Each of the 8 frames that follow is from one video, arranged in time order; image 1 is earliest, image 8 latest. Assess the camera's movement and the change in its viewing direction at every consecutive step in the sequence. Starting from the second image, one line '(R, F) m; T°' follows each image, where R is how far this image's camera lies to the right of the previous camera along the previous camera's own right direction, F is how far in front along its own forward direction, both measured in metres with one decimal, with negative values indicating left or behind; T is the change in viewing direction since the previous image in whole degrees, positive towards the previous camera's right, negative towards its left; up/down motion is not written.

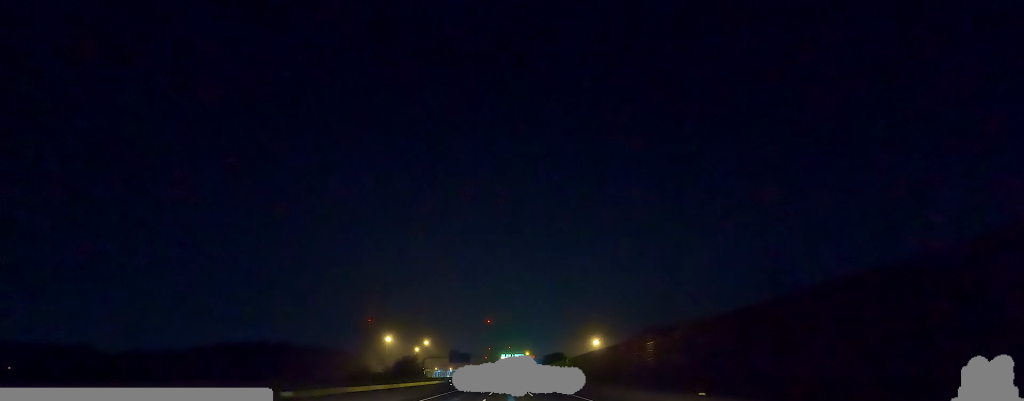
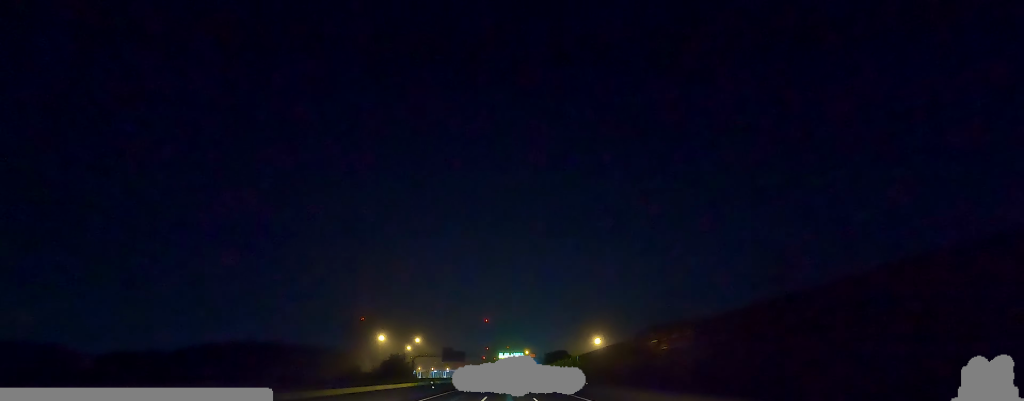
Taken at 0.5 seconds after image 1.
(+0.1, +13.5) m; 0°
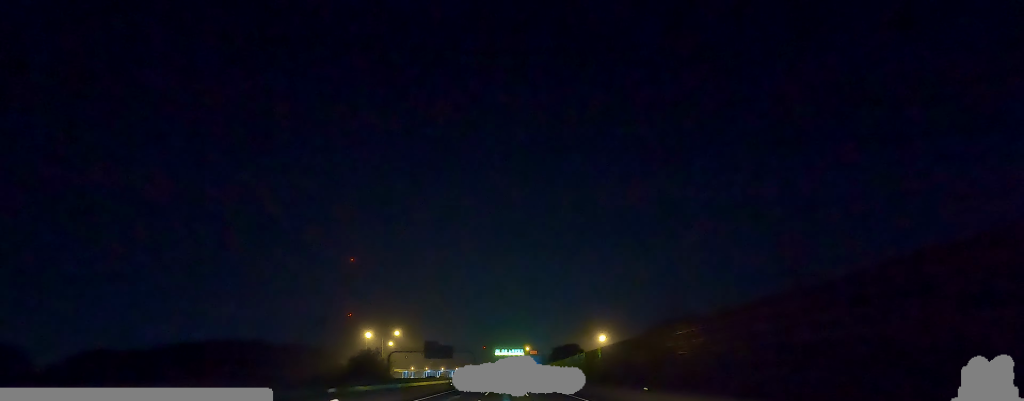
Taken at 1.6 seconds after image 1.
(-0.4, +26.3) m; -1°
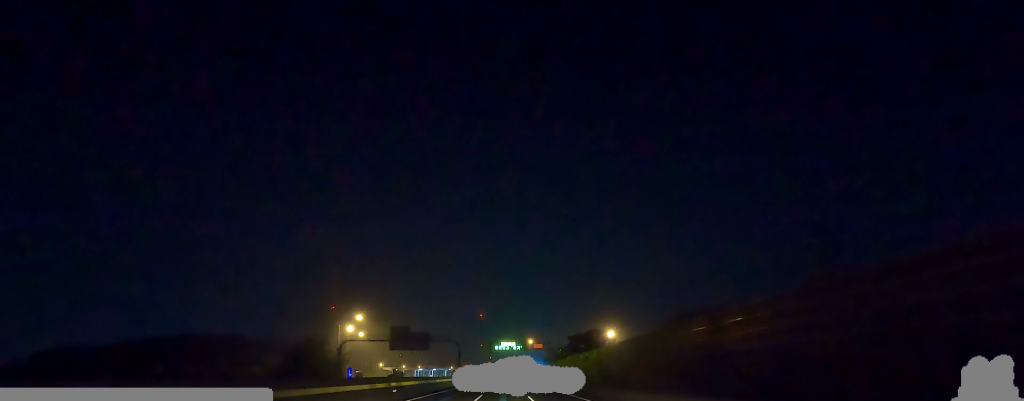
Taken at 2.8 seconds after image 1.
(+0.3, +32.2) m; +2°
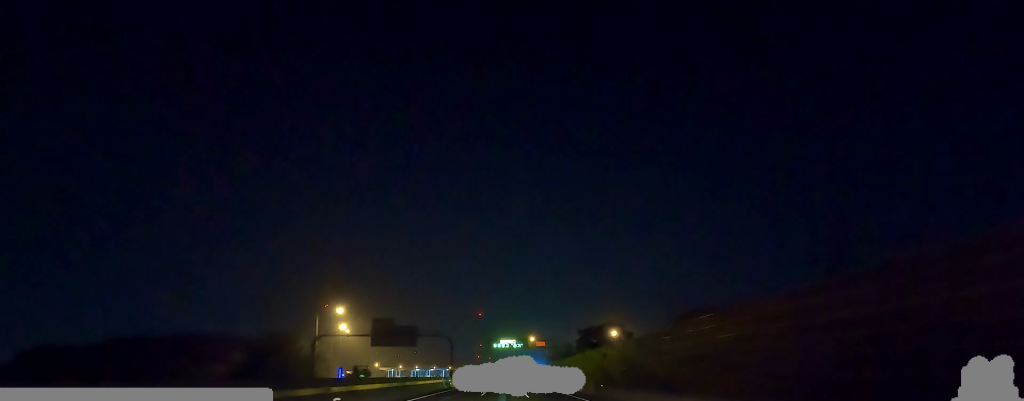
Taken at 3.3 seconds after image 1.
(0.0, +11.0) m; +1°
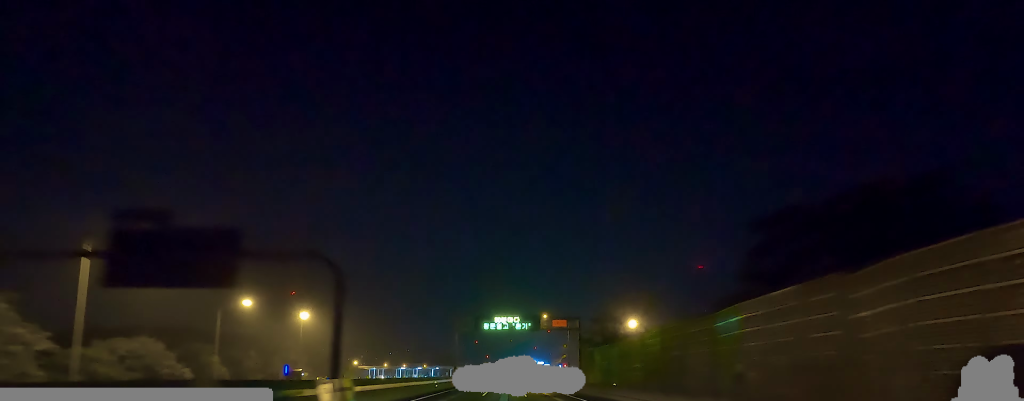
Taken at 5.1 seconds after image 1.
(+0.5, +47.2) m; -1°
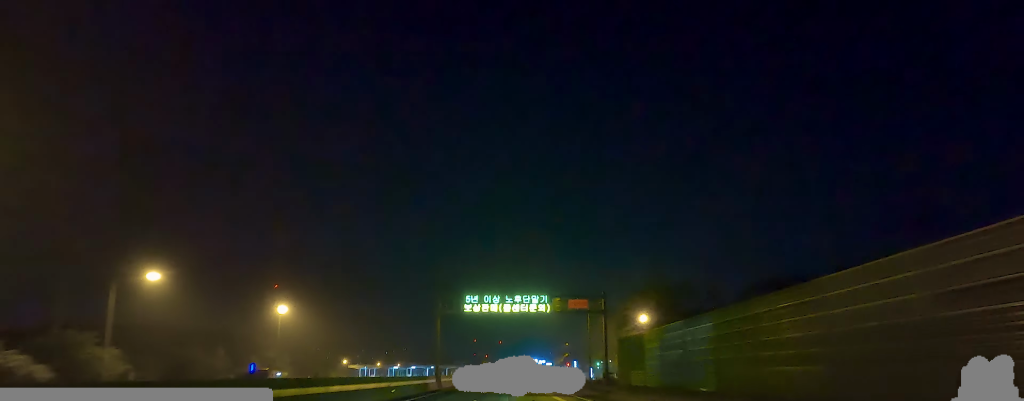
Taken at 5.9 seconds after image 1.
(-0.2, +20.0) m; -1°
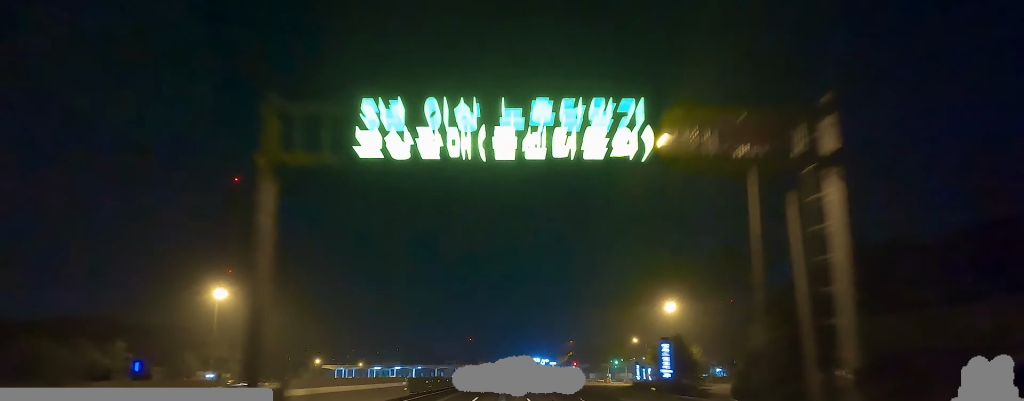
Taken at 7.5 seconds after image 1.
(-0.6, +40.2) m; -1°
